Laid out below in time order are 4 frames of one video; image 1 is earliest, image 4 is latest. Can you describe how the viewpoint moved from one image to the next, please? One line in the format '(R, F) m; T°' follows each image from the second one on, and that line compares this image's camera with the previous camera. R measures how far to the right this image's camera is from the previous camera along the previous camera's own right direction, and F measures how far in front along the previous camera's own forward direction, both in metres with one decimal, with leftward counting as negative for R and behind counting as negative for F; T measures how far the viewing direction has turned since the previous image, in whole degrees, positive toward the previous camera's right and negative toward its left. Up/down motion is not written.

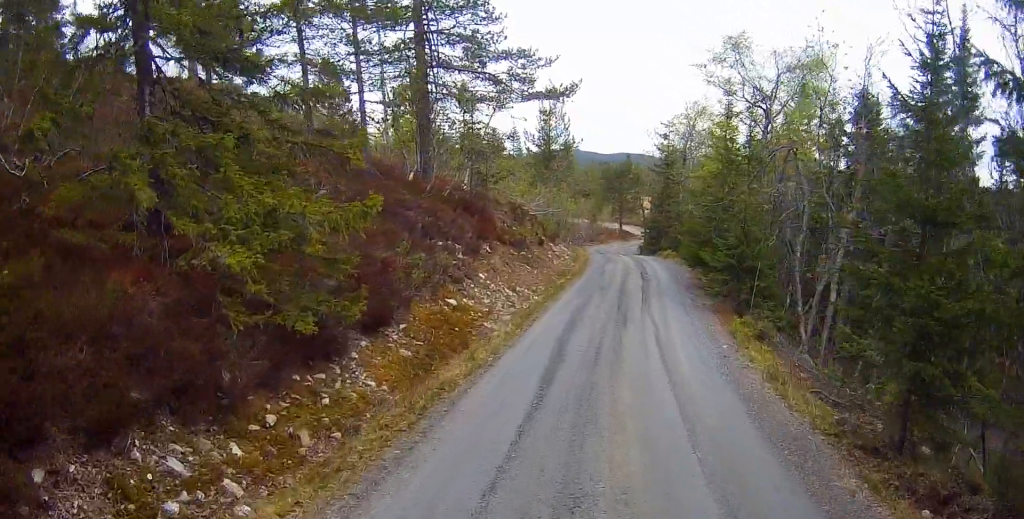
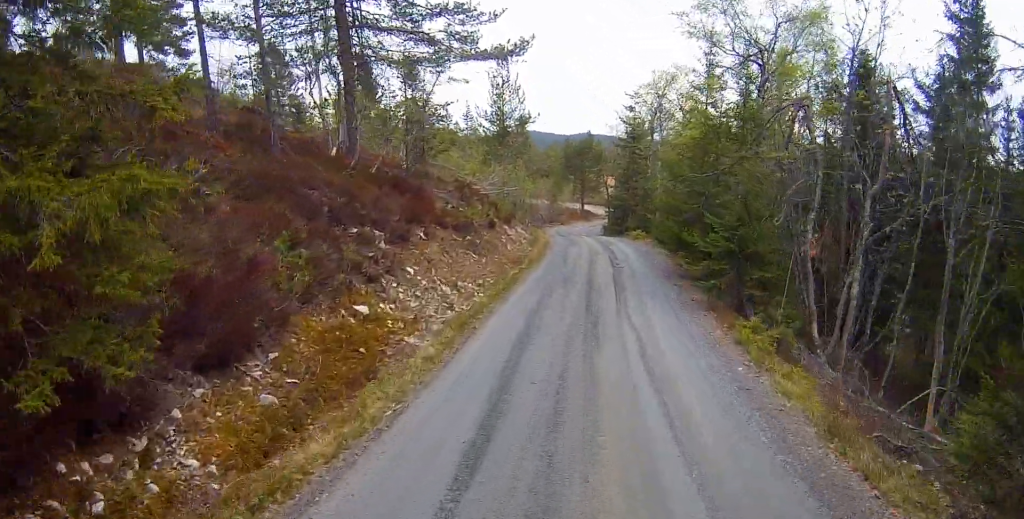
(+0.3, +3.2) m; 0°
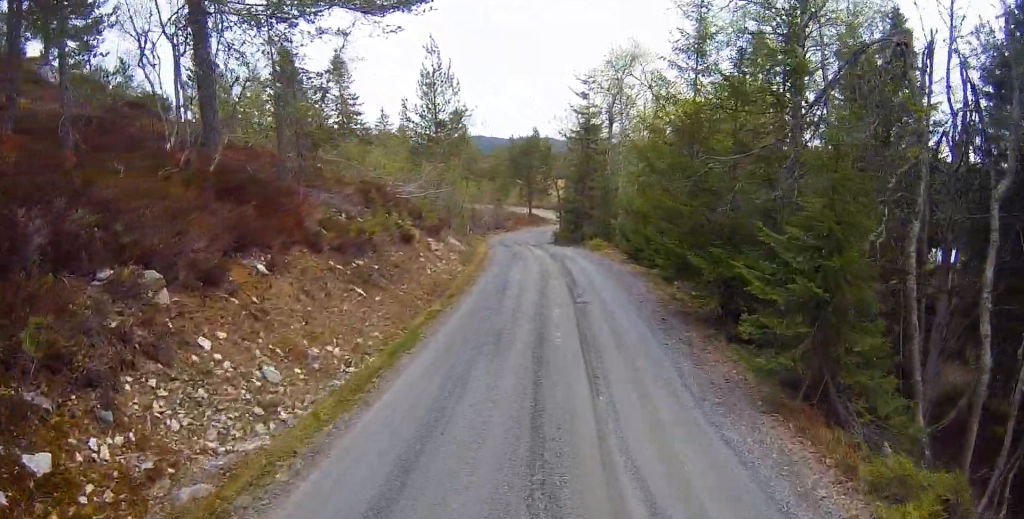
(-0.1, +5.6) m; +3°
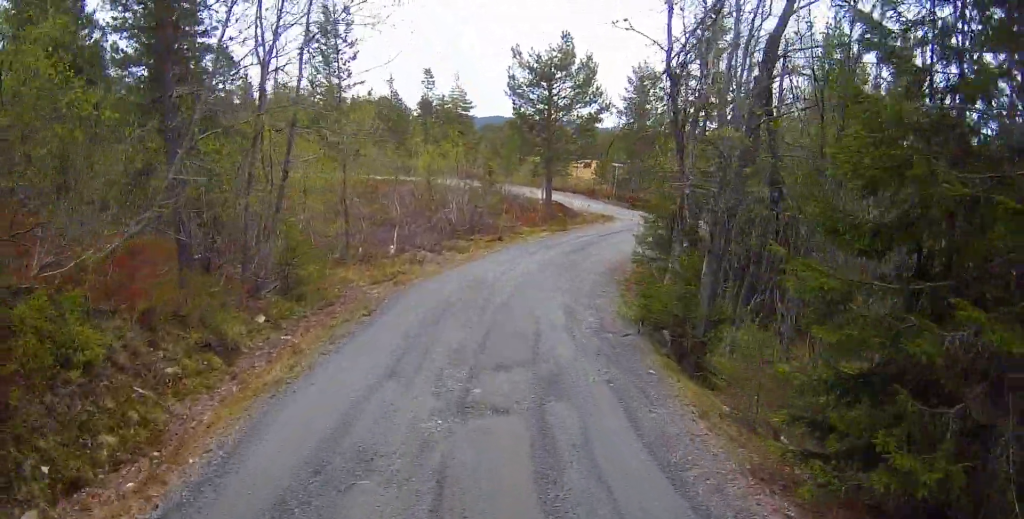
(+2.3, +31.4) m; +1°
